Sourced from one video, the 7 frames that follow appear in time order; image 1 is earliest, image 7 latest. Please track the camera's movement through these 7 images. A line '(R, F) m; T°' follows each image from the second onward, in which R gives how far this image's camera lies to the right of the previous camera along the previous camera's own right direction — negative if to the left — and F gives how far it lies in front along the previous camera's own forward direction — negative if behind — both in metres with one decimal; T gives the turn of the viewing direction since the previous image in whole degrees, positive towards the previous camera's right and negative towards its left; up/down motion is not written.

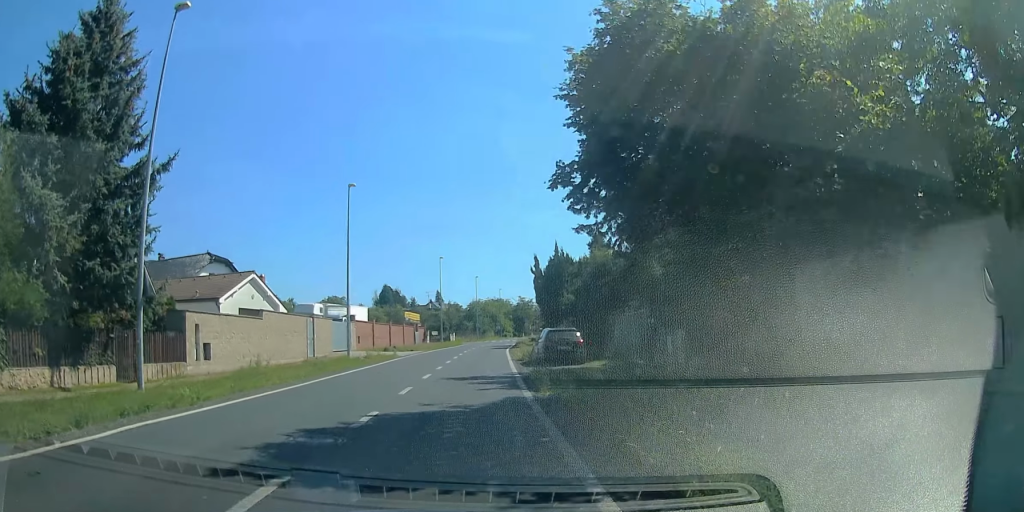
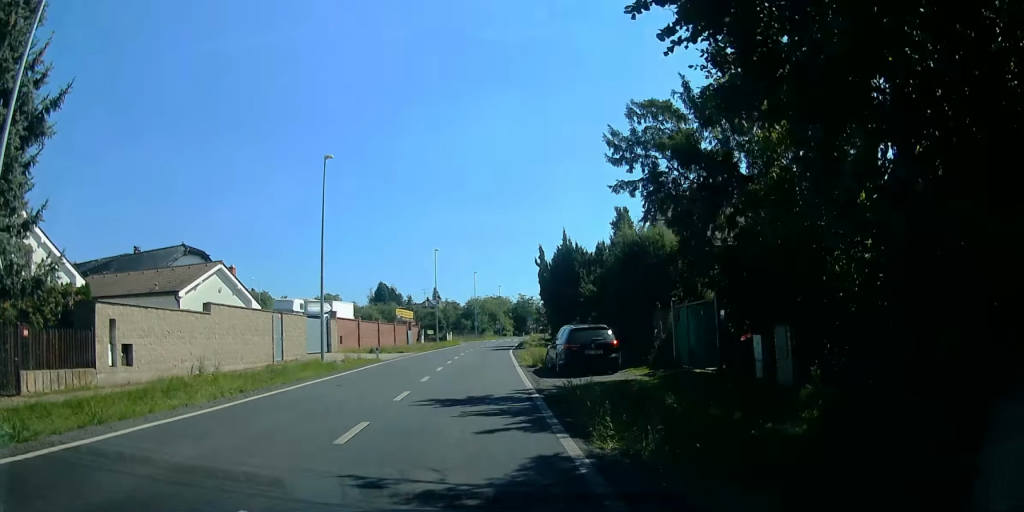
(-0.2, +5.8) m; 0°
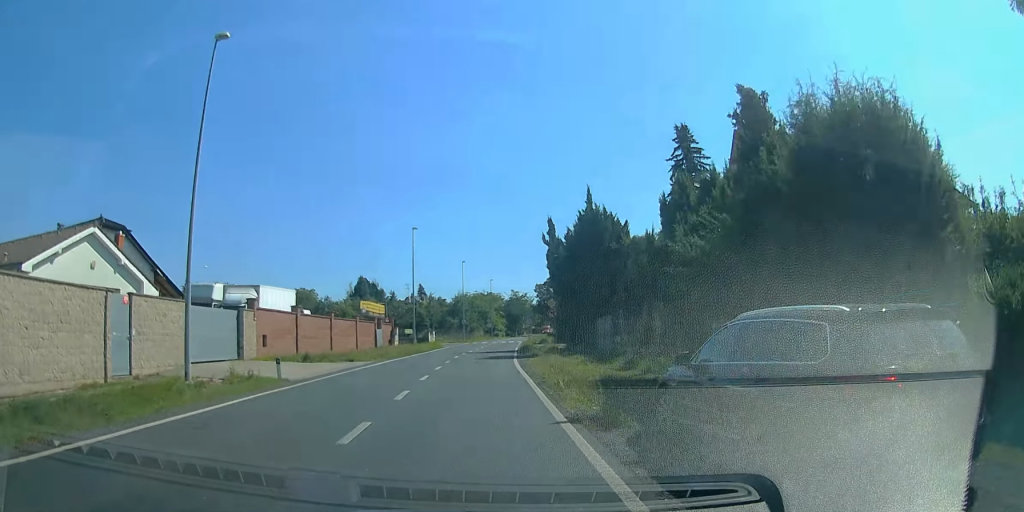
(+0.6, +14.1) m; +7°
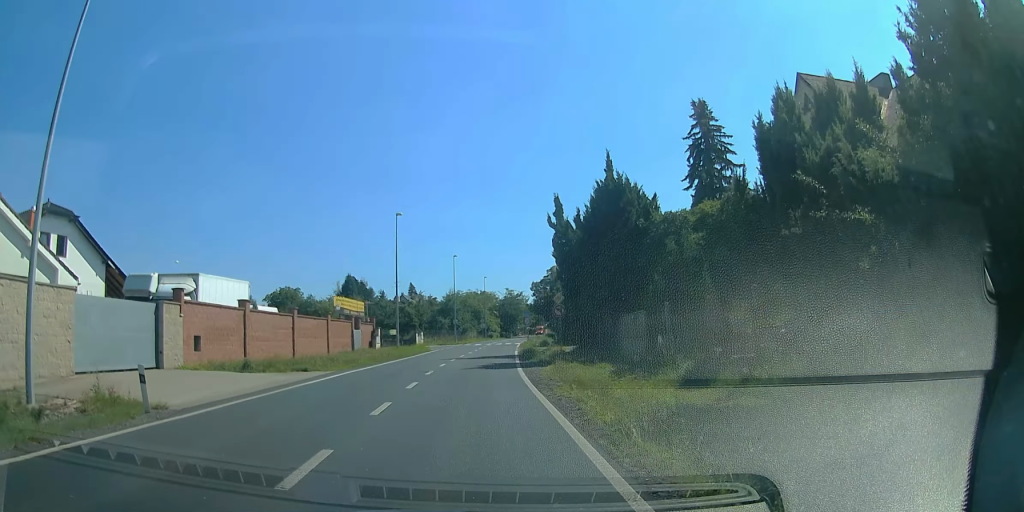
(+0.2, +6.8) m; +1°
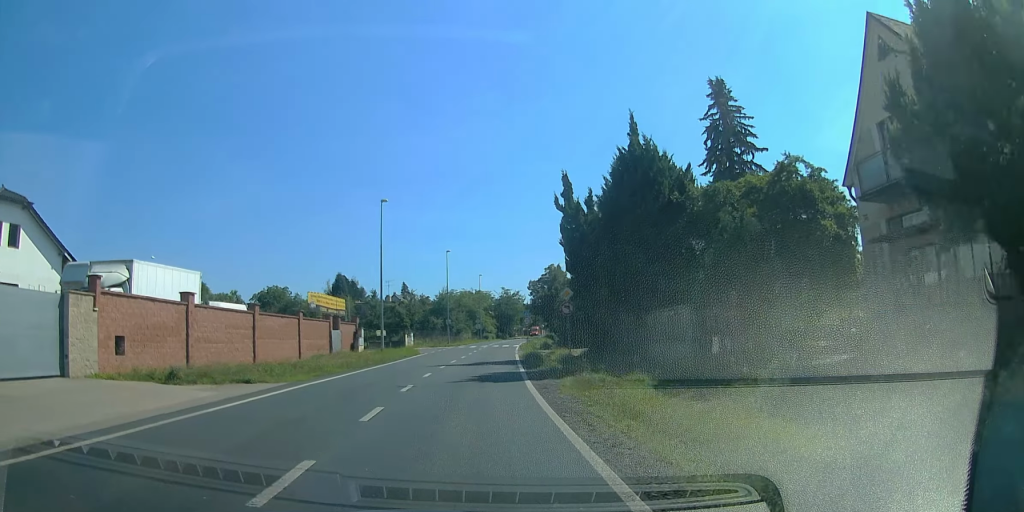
(+0.1, +5.1) m; 0°
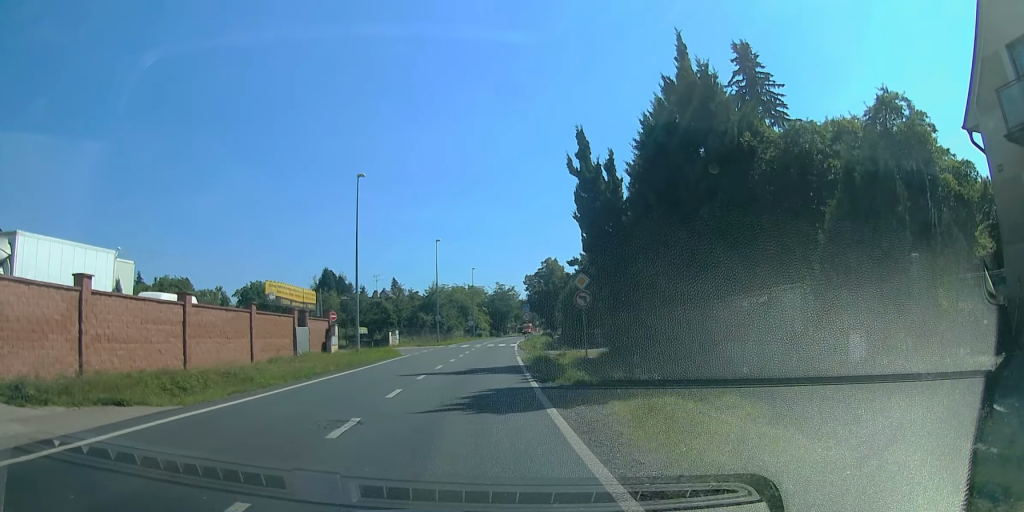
(-0.2, +5.9) m; -1°
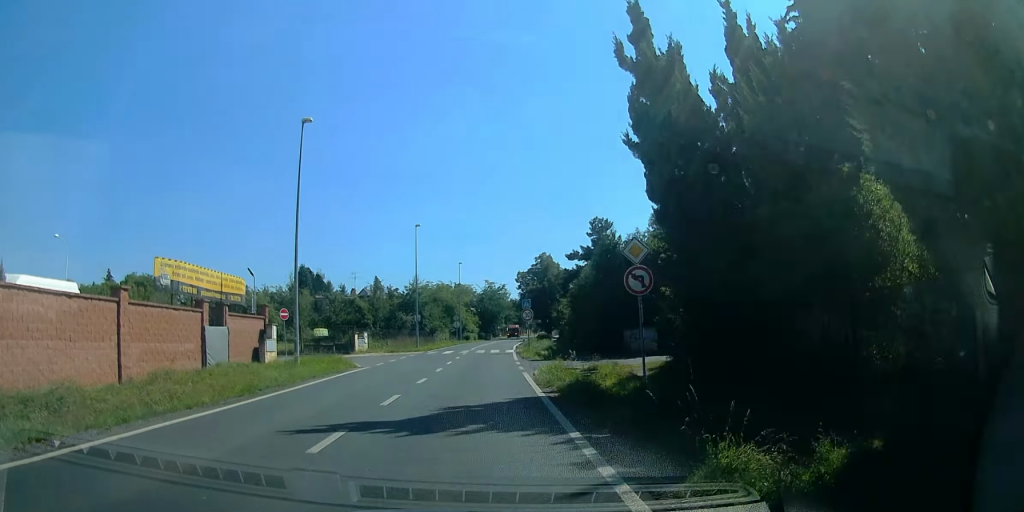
(-0.2, +9.6) m; -1°
